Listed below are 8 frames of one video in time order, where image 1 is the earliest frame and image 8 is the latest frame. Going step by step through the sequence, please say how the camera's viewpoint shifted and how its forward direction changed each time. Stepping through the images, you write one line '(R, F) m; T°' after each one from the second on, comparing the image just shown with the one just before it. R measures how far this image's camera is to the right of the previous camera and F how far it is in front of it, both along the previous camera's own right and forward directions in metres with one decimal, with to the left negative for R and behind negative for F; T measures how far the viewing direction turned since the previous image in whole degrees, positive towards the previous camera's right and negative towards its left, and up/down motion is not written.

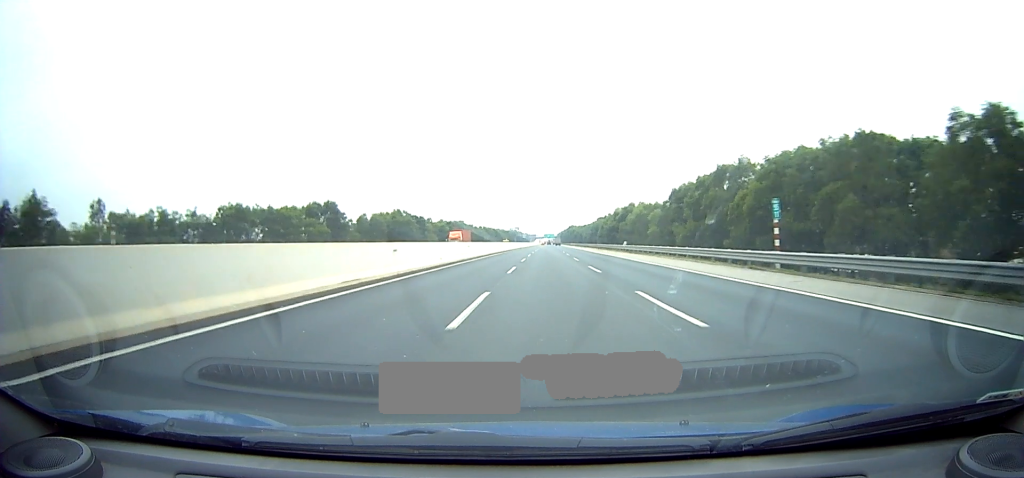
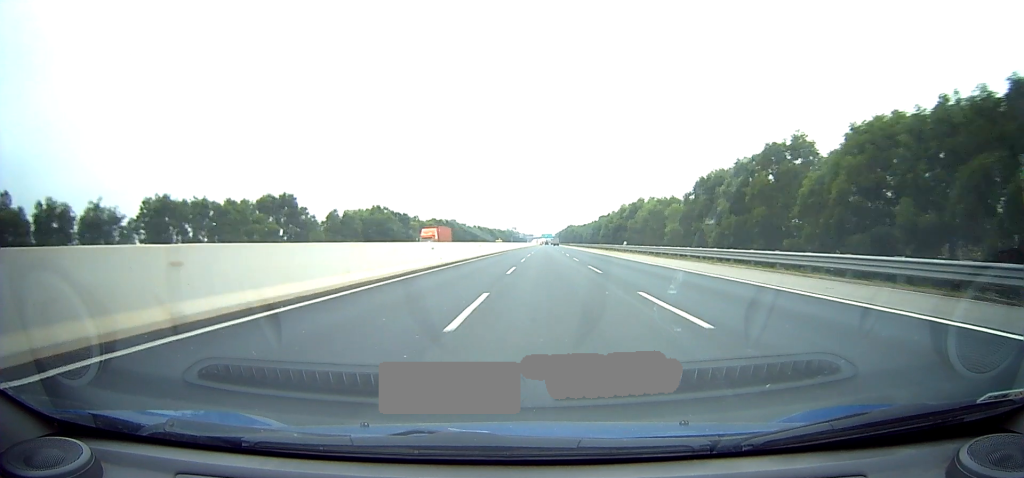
(+0.1, +17.0) m; -1°
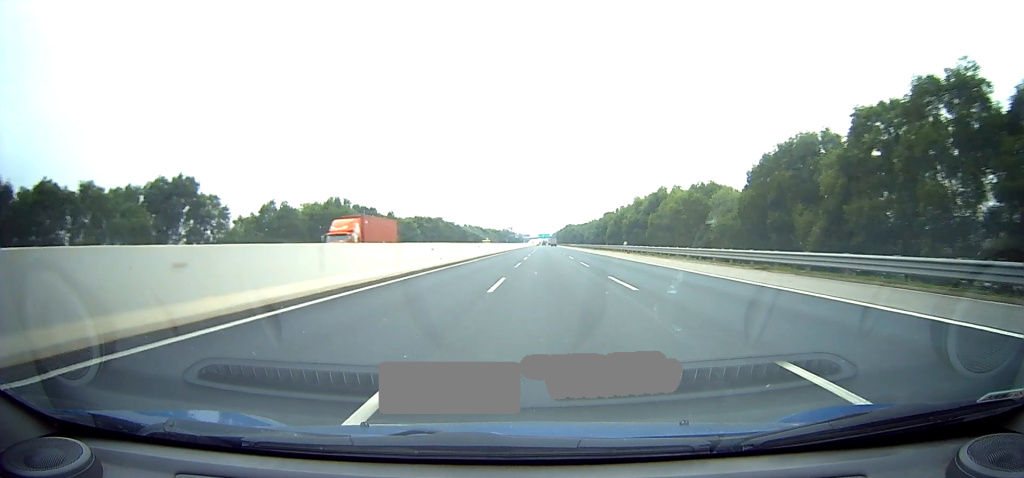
(-0.8, +25.5) m; 0°
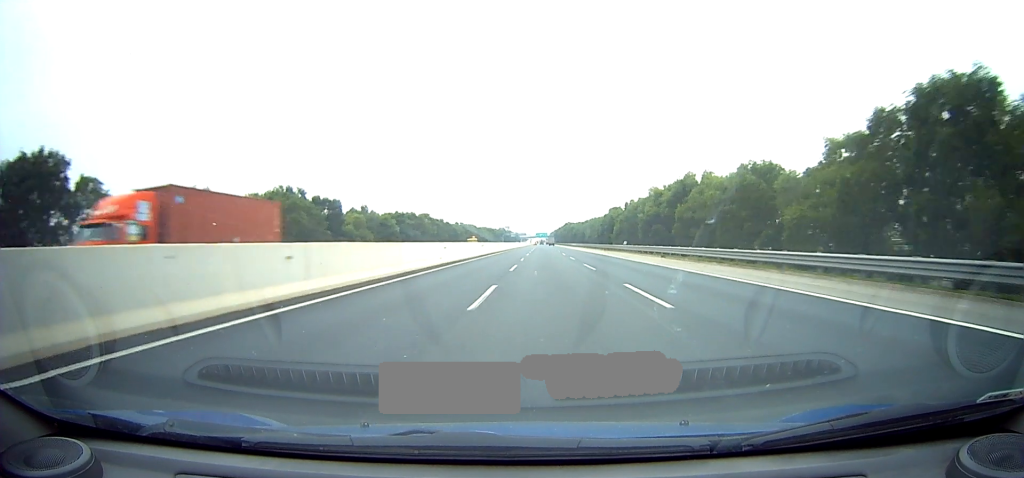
(+0.5, +21.1) m; +1°
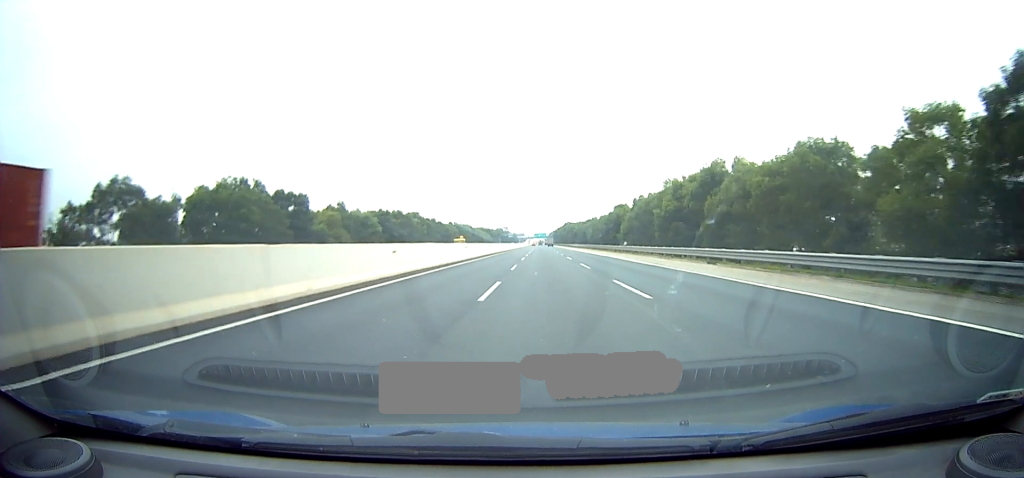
(+0.2, +13.6) m; 0°
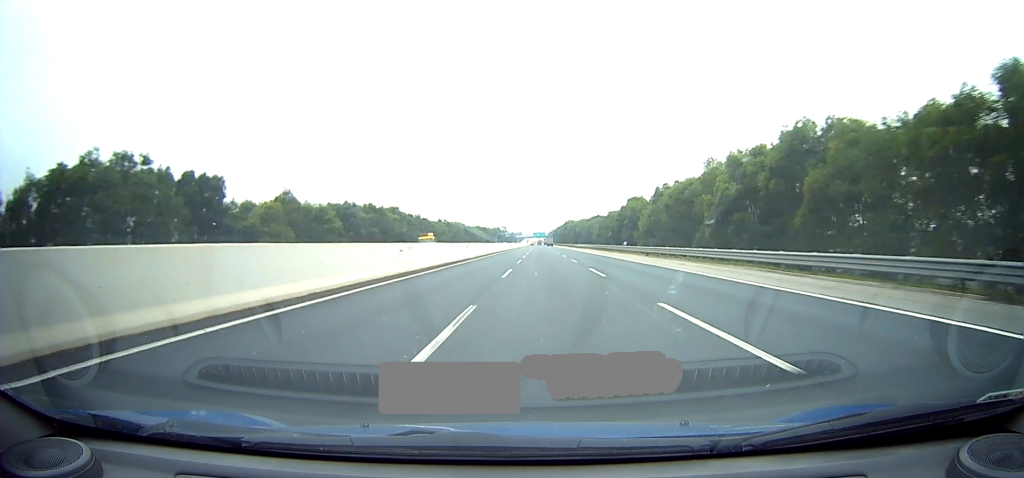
(-0.4, +23.1) m; +1°
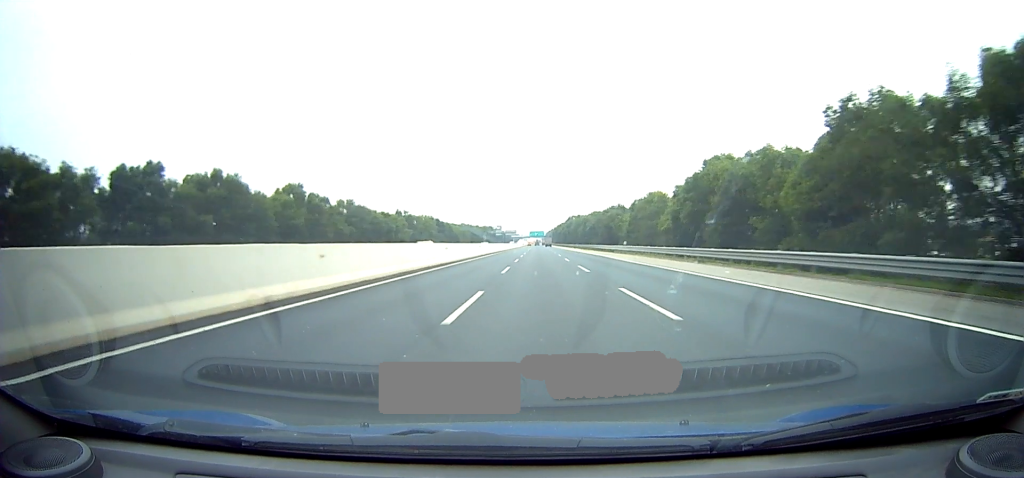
(+1.3, +57.3) m; +3°
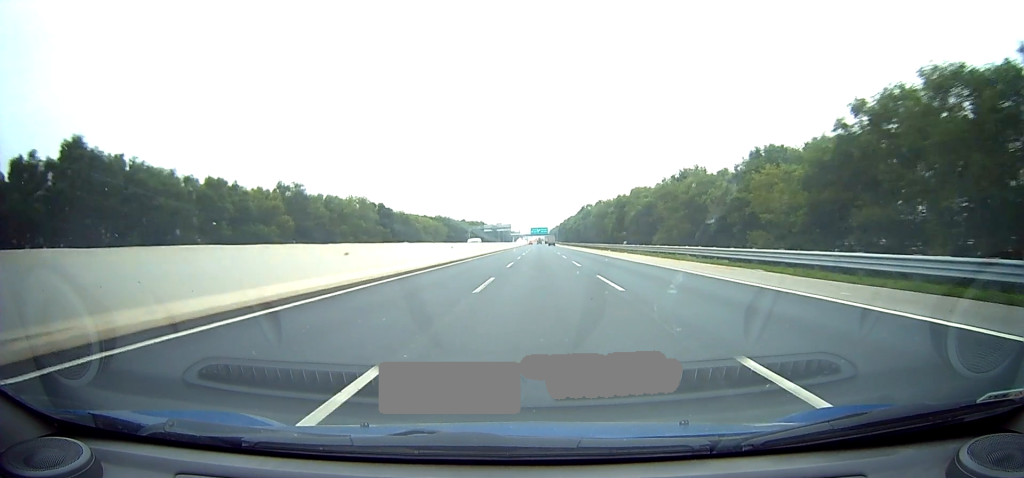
(+2.0, +69.6) m; 0°
